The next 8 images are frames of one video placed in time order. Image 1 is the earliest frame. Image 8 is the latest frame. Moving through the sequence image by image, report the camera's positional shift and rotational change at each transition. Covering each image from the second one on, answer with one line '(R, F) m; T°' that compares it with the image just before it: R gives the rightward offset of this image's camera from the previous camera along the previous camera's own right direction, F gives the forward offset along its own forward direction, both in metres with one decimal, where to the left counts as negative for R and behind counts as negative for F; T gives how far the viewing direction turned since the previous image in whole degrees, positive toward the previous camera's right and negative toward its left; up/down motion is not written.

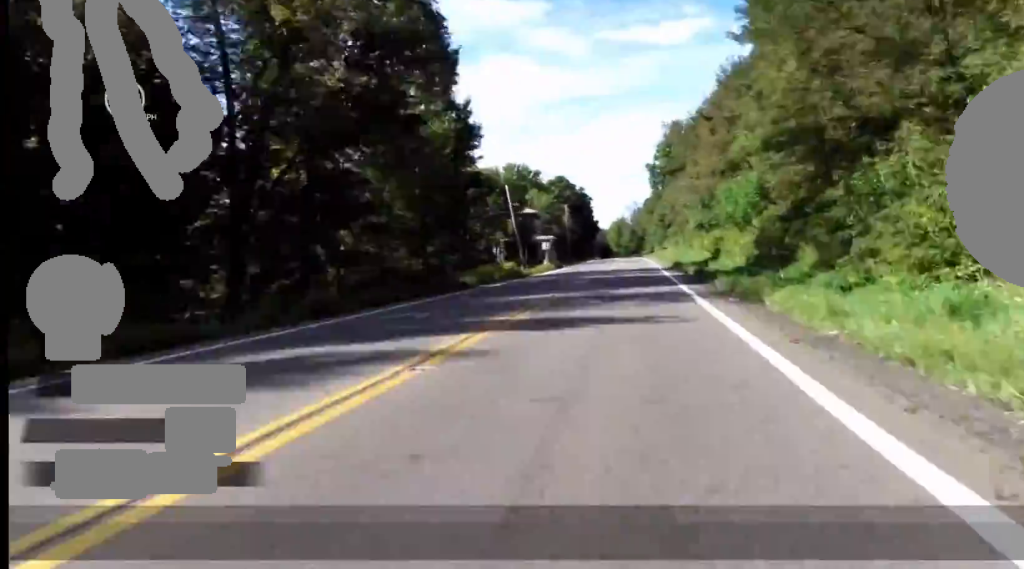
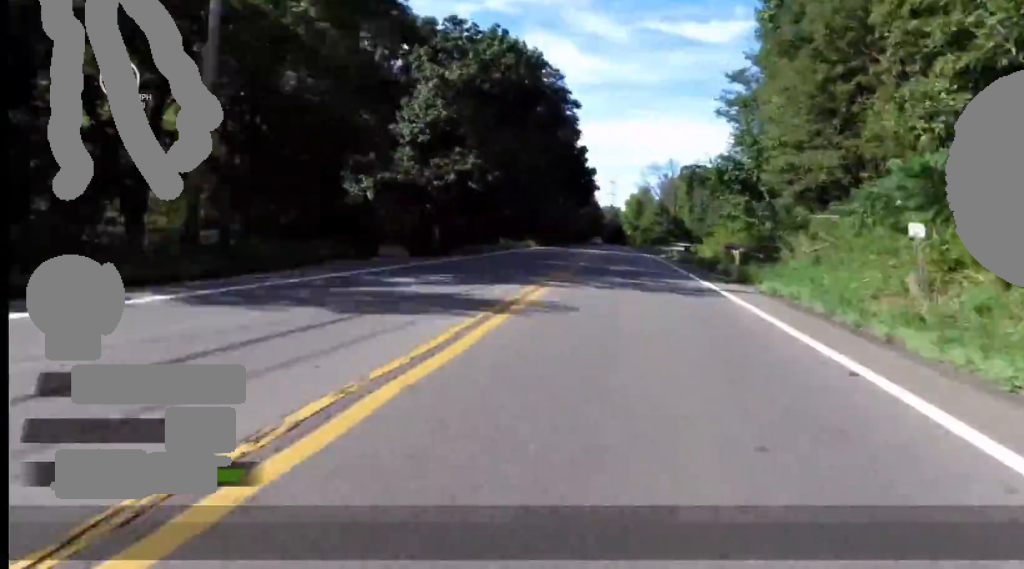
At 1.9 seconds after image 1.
(0.0, +102.6) m; 0°
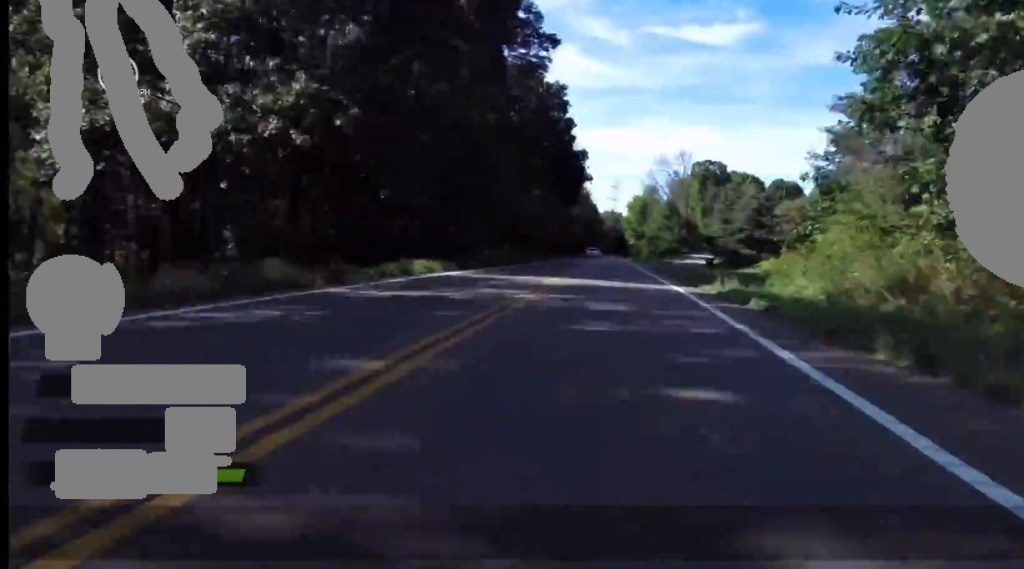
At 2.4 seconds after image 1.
(0.0, +24.4) m; 0°
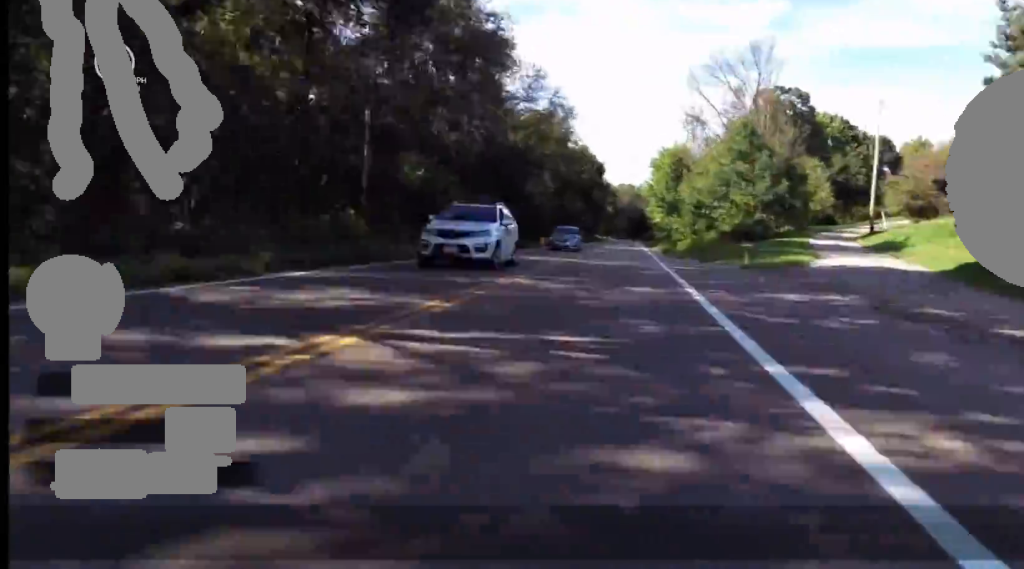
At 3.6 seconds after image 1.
(0.0, +59.7) m; 0°
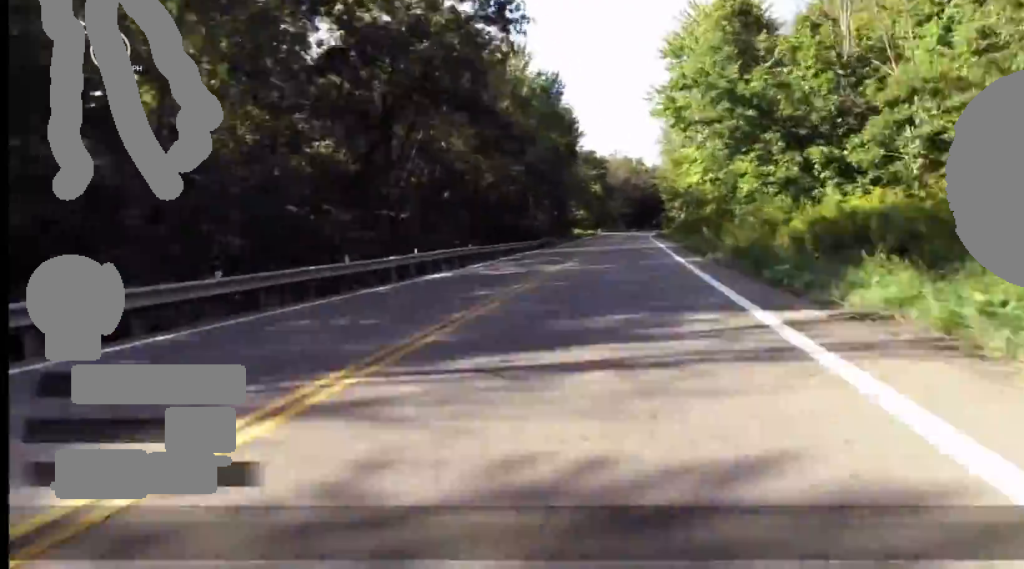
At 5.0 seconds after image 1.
(+0.3, +66.4) m; +1°
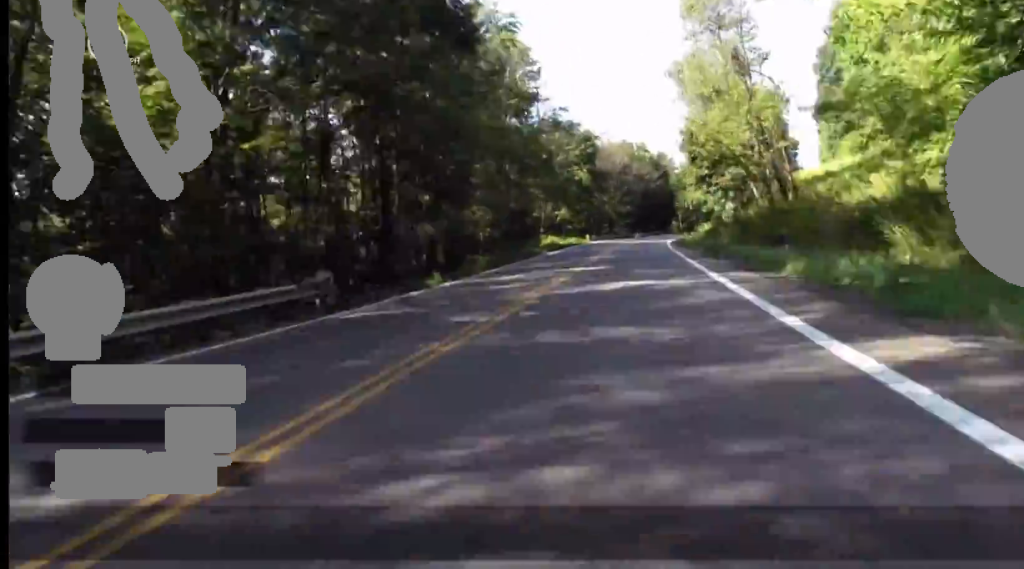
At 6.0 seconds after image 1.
(+0.1, +38.1) m; 0°
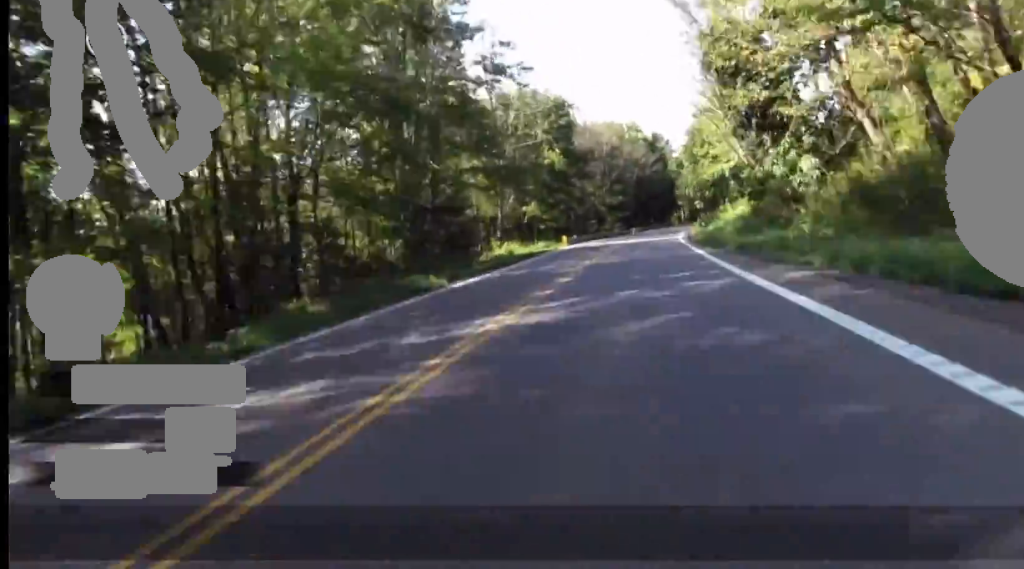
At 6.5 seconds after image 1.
(0.0, +22.0) m; 0°
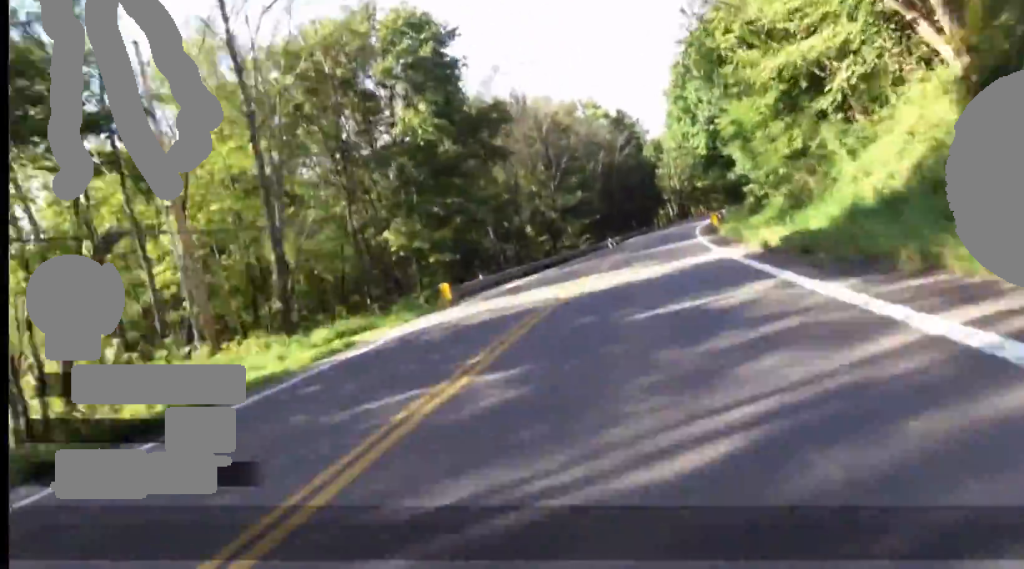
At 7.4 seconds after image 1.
(0.0, +32.1) m; 0°
